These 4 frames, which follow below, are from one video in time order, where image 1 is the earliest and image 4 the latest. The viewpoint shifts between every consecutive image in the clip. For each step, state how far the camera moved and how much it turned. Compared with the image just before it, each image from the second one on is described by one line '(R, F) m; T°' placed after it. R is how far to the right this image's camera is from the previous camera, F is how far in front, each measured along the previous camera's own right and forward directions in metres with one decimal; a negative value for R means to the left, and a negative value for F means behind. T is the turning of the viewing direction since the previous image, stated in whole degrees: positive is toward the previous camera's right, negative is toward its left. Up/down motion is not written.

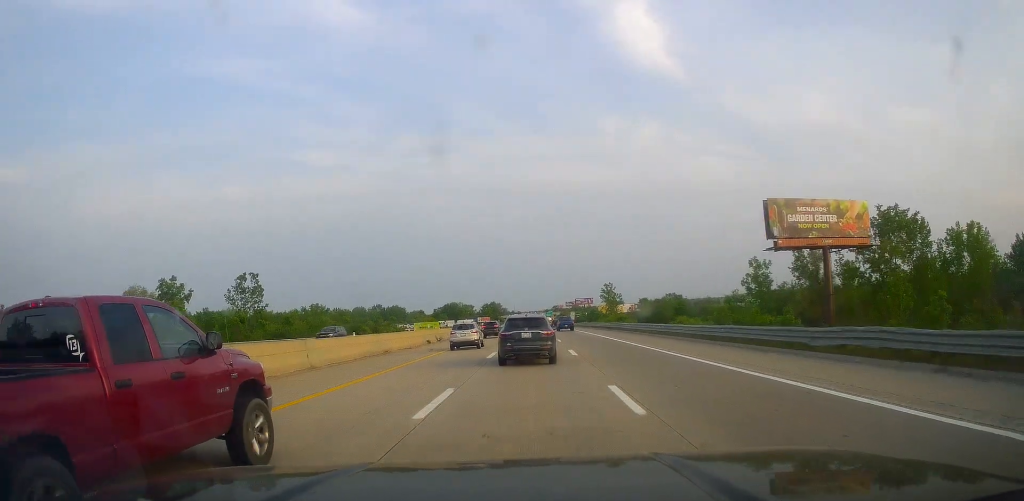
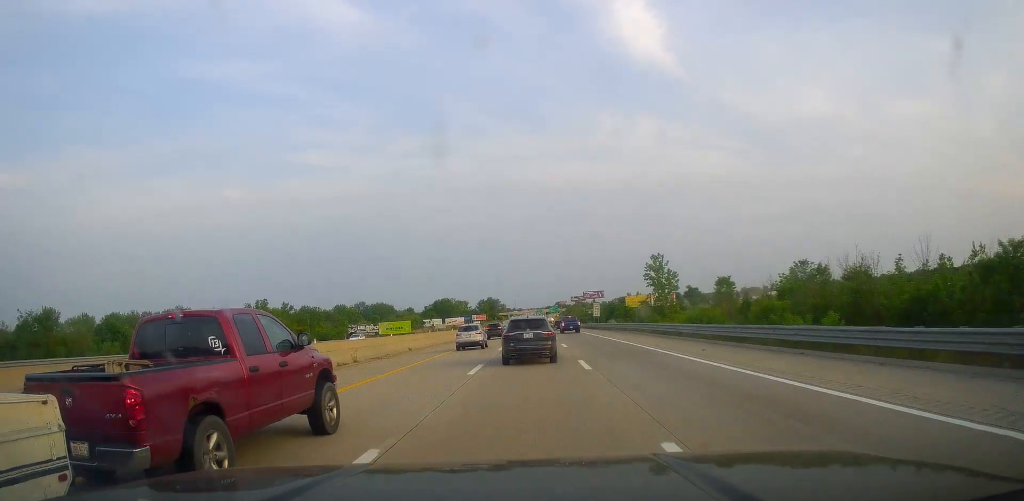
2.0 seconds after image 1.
(0.0, +67.9) m; 0°
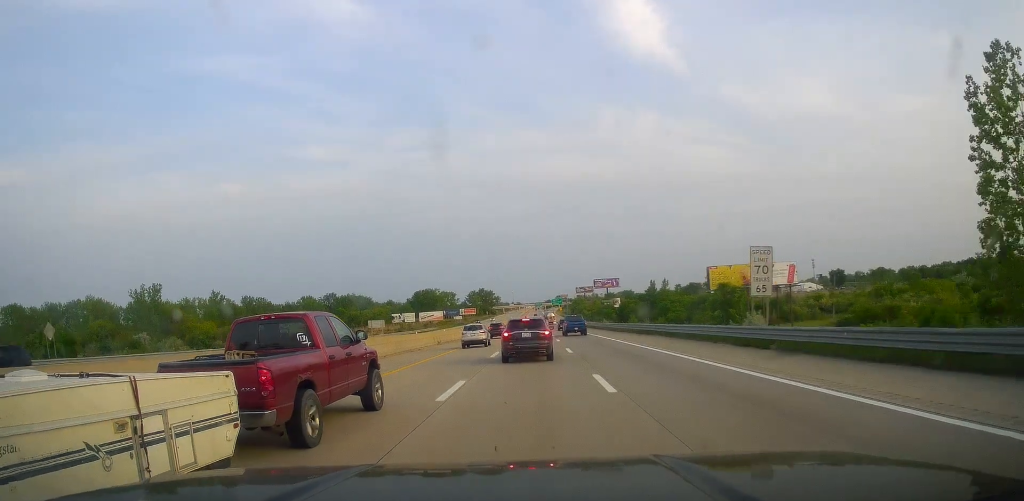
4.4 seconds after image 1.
(0.0, +82.0) m; 0°
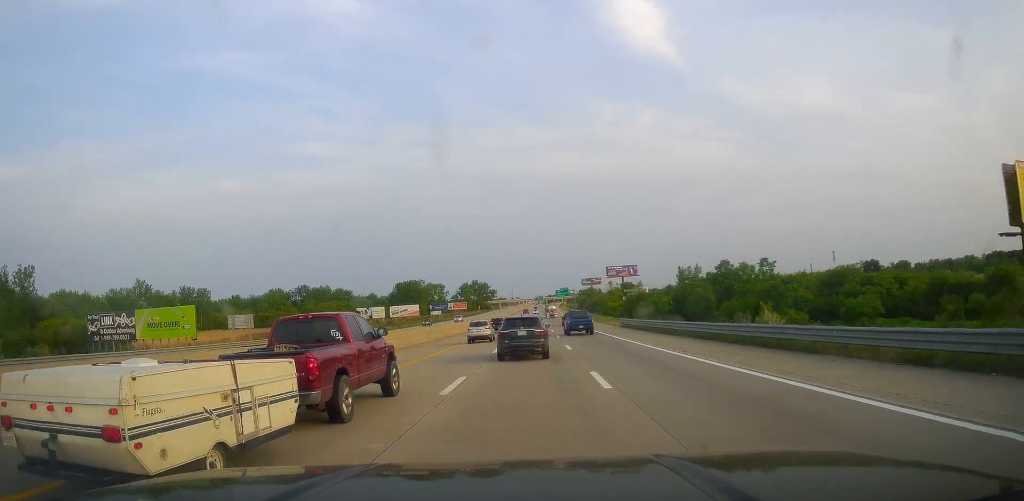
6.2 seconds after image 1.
(0.0, +60.2) m; 0°
